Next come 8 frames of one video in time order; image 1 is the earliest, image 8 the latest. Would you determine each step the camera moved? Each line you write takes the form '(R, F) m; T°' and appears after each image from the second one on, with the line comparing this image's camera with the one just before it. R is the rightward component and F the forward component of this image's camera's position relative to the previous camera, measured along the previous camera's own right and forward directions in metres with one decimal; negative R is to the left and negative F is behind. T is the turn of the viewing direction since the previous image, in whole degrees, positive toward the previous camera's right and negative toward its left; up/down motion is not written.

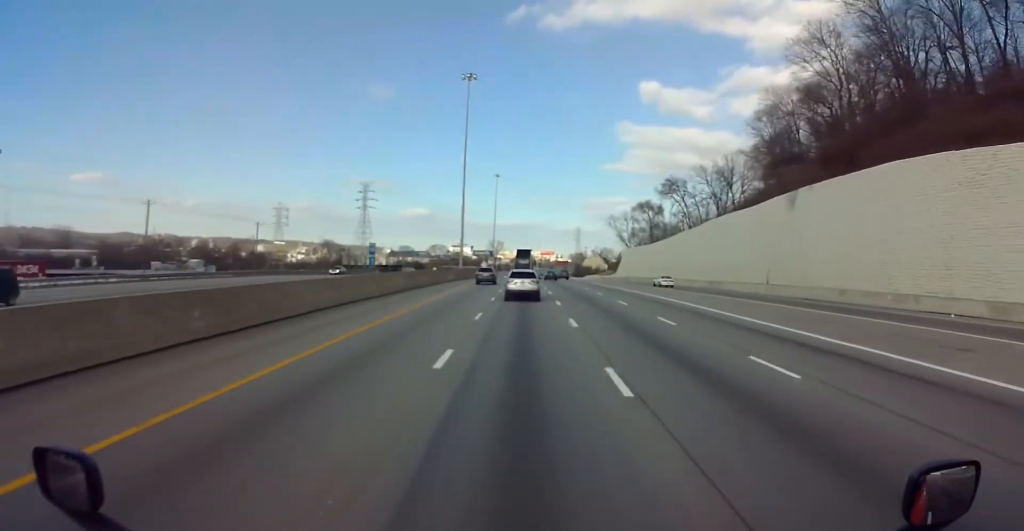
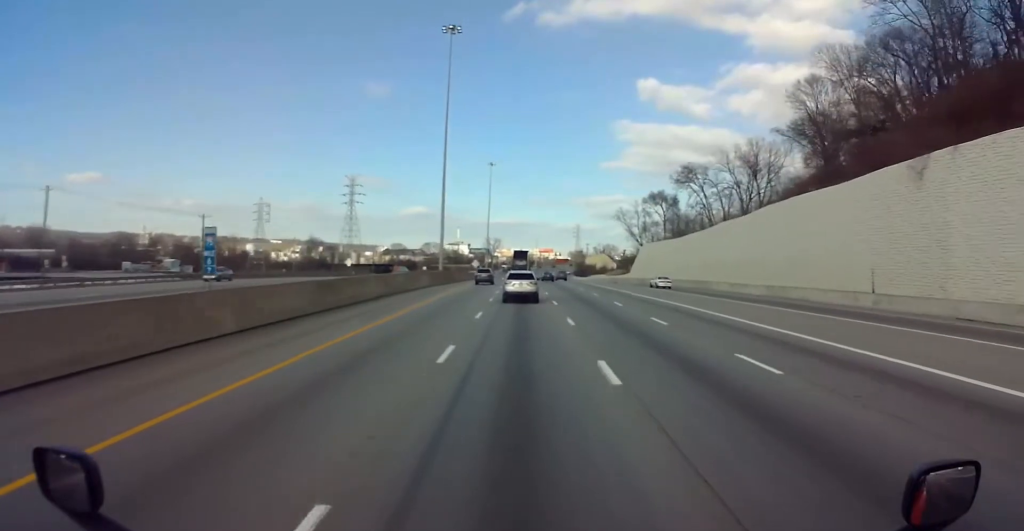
(+0.1, +23.8) m; 0°
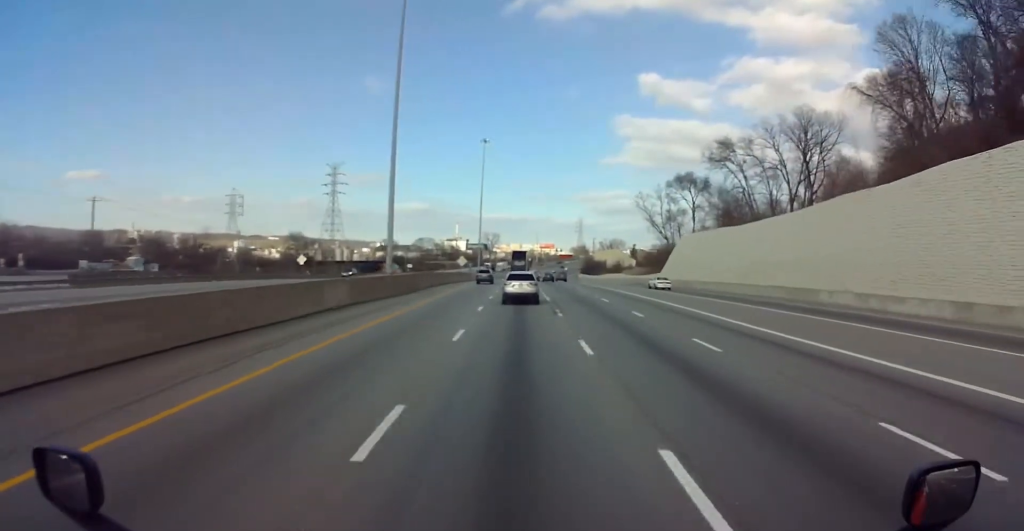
(-0.2, +32.5) m; -1°
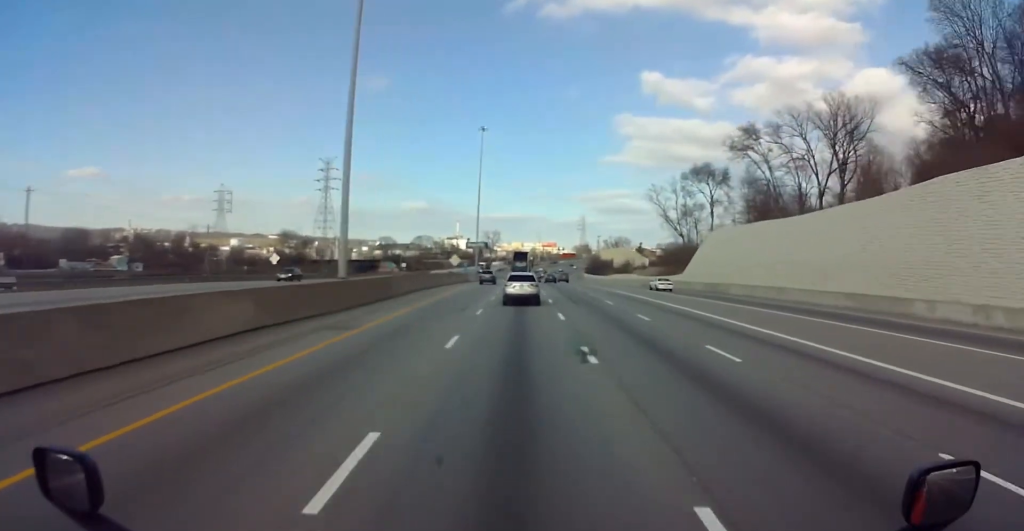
(0.0, +13.9) m; 0°
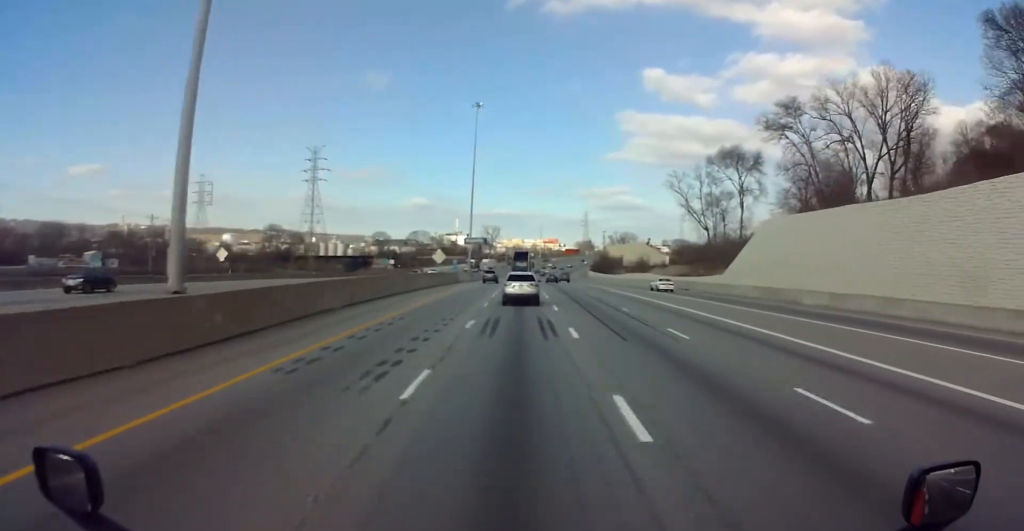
(0.0, +19.0) m; 0°
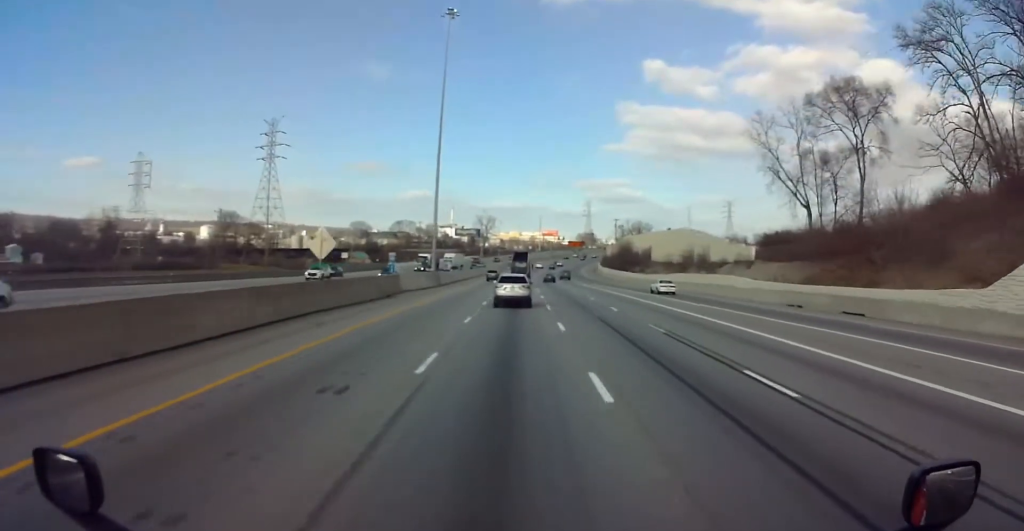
(+0.7, +45.8) m; +1°
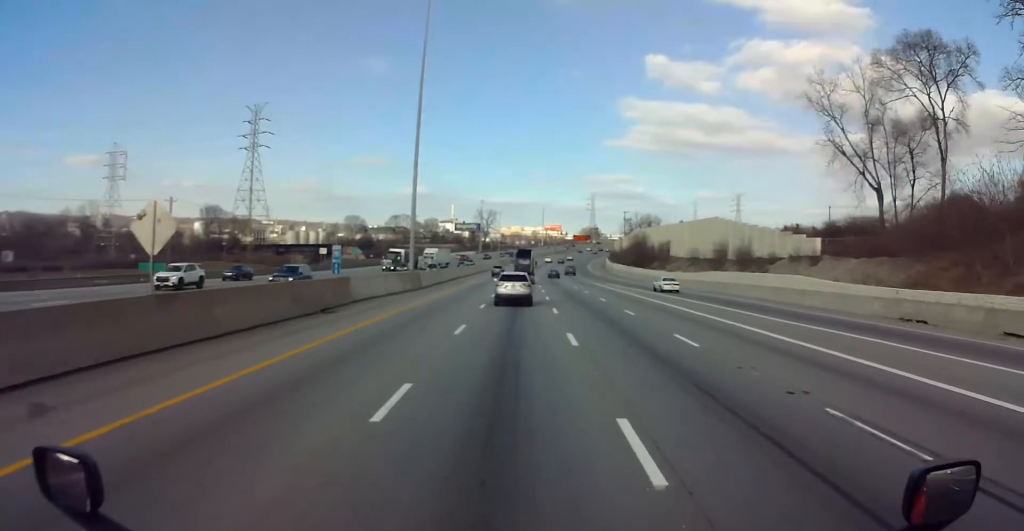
(0.0, +16.6) m; 0°
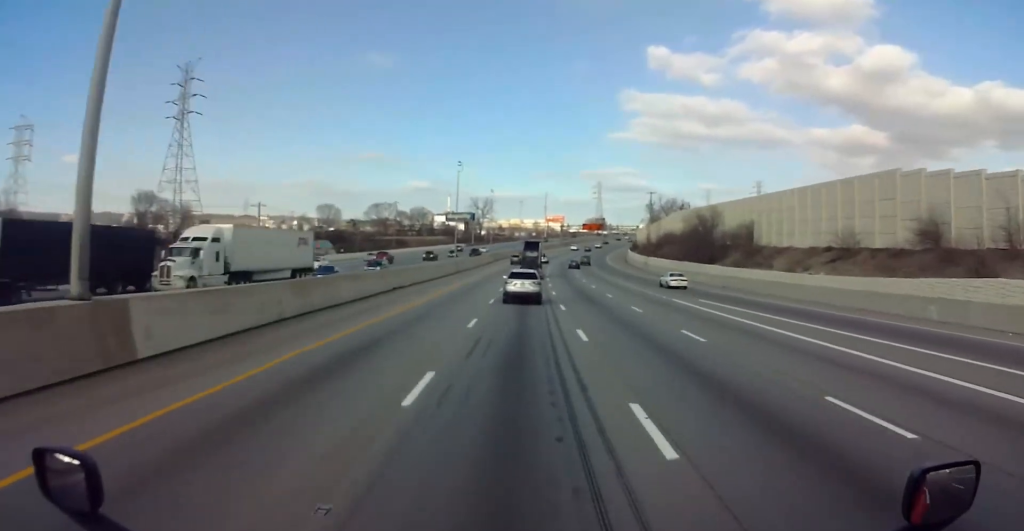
(+0.5, +48.0) m; +1°
